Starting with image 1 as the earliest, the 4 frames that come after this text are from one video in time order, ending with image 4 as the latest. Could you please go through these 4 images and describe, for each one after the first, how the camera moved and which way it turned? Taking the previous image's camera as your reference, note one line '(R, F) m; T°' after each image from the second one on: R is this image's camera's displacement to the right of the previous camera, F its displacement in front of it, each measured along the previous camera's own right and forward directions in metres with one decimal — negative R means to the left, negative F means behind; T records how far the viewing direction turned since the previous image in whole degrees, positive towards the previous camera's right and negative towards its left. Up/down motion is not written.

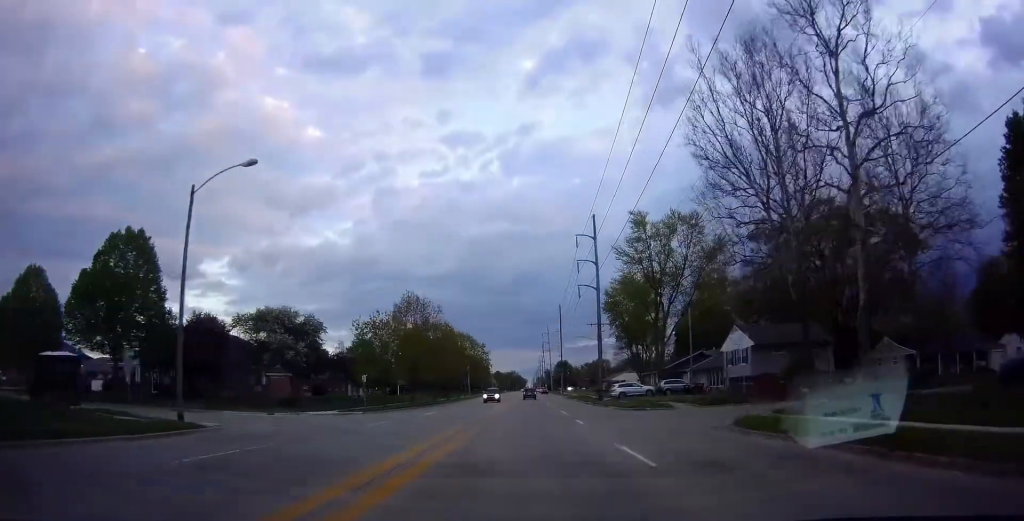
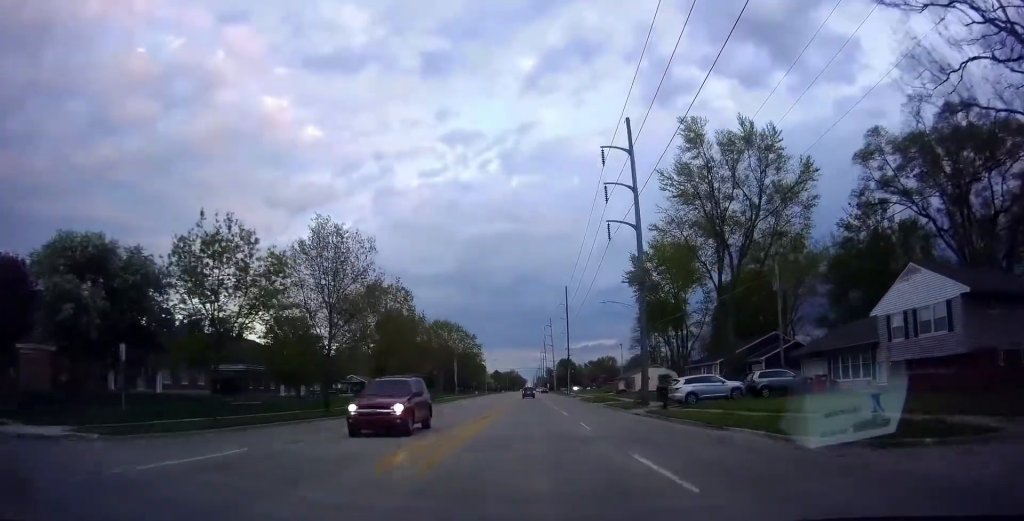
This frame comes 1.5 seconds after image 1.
(-0.7, +26.8) m; 0°
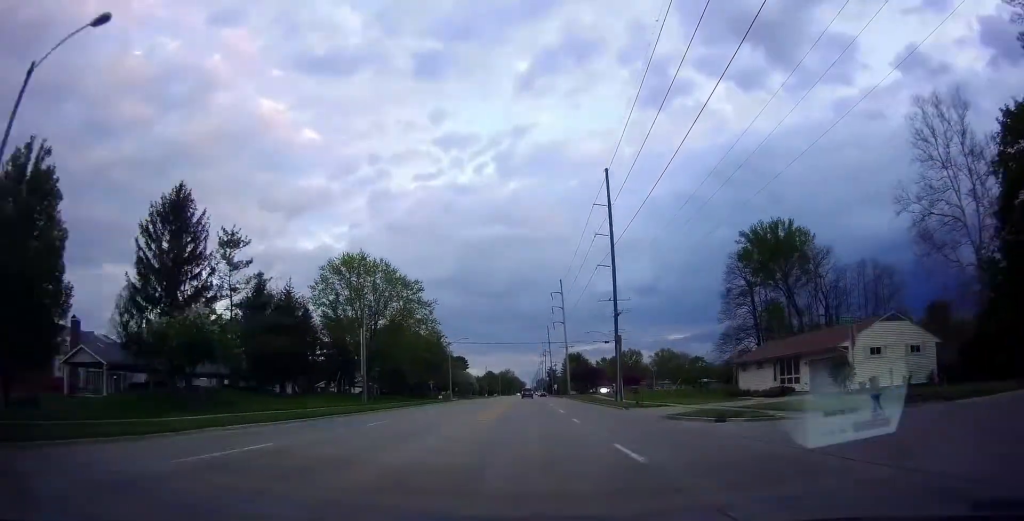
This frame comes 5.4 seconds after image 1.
(+2.6, +71.2) m; +2°
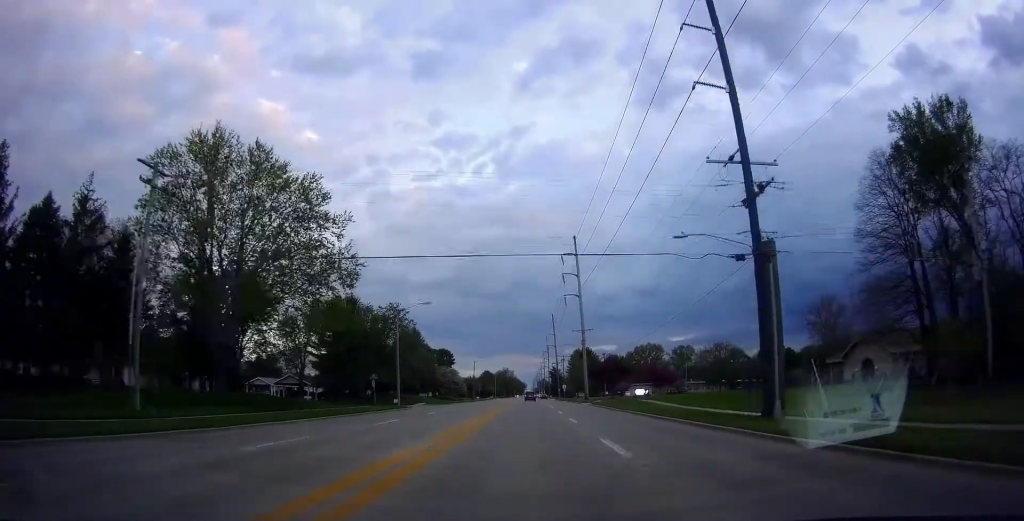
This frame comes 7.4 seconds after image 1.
(0.0, +35.6) m; 0°
